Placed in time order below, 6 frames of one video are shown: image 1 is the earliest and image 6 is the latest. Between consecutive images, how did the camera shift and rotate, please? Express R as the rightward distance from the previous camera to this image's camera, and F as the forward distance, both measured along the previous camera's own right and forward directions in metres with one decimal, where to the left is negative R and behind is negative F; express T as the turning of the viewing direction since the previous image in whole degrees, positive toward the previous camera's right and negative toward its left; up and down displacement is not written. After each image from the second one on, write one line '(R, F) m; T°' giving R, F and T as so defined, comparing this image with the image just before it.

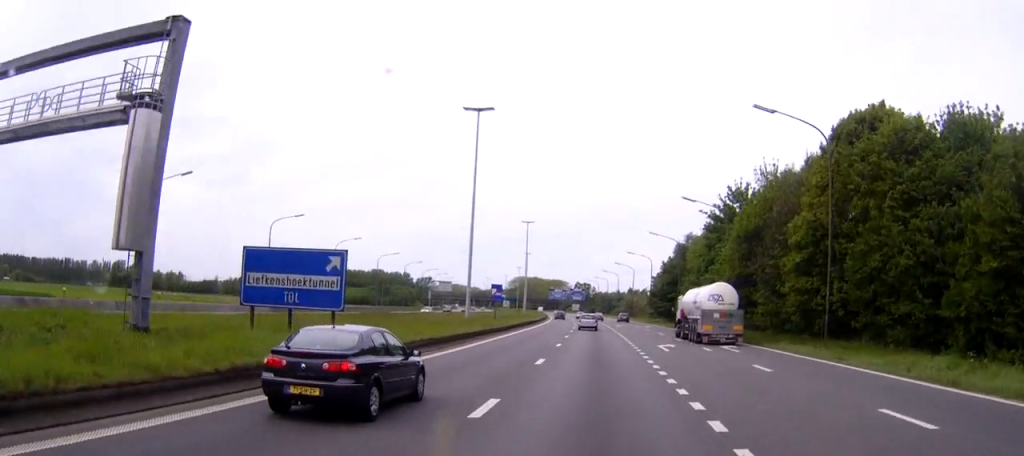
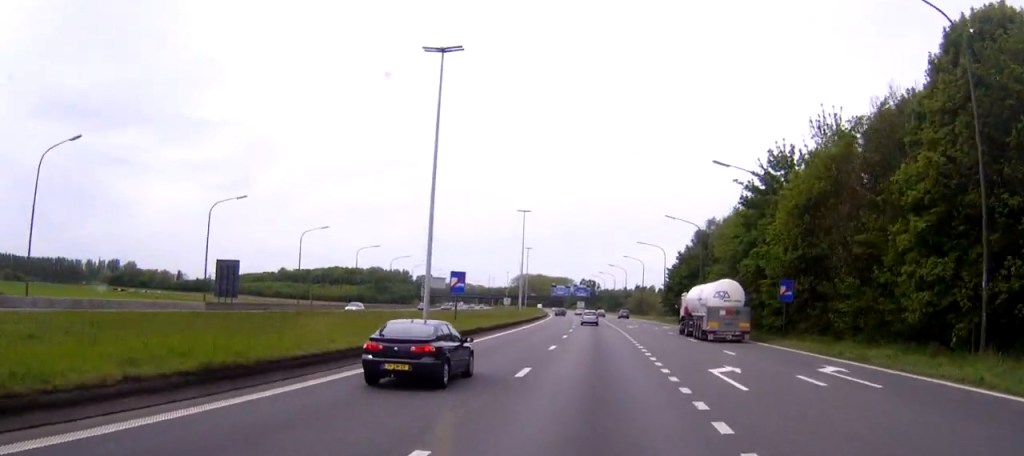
(0.0, +18.3) m; -1°
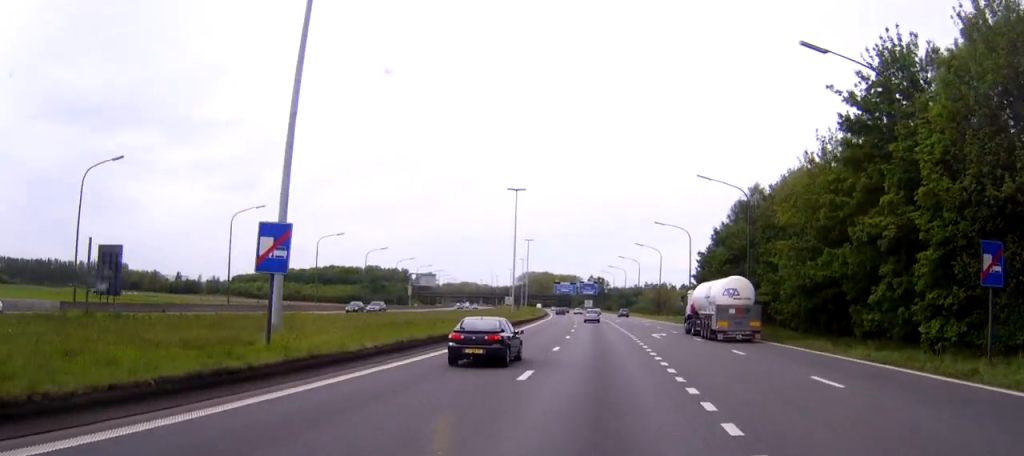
(-0.3, +25.2) m; -1°
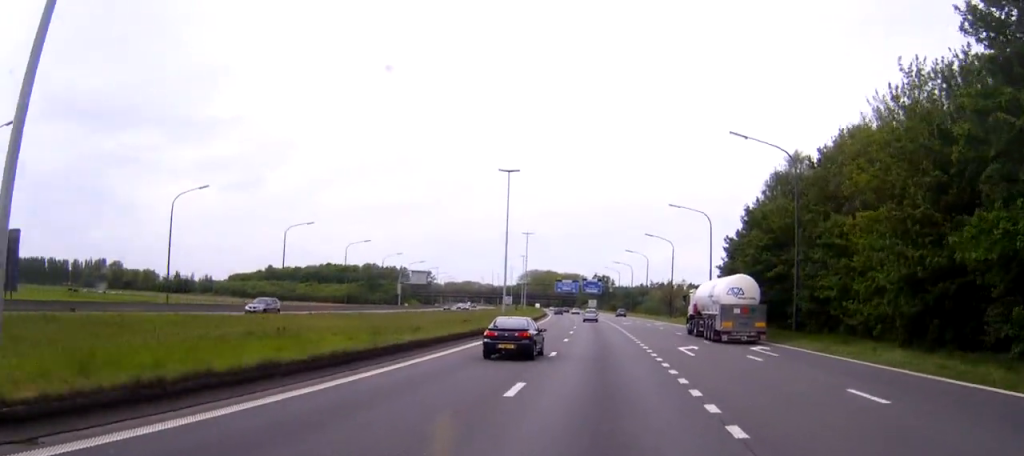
(0.0, +15.0) m; 0°
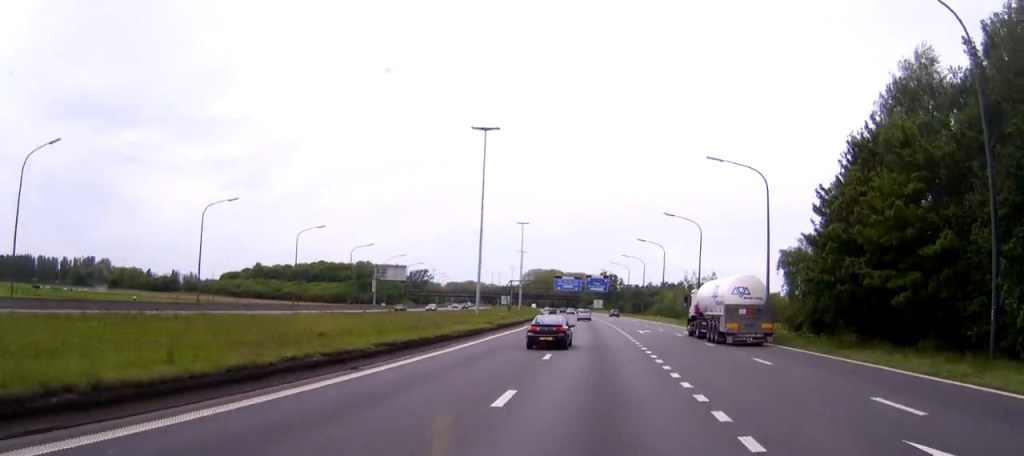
(-0.2, +26.1) m; -1°
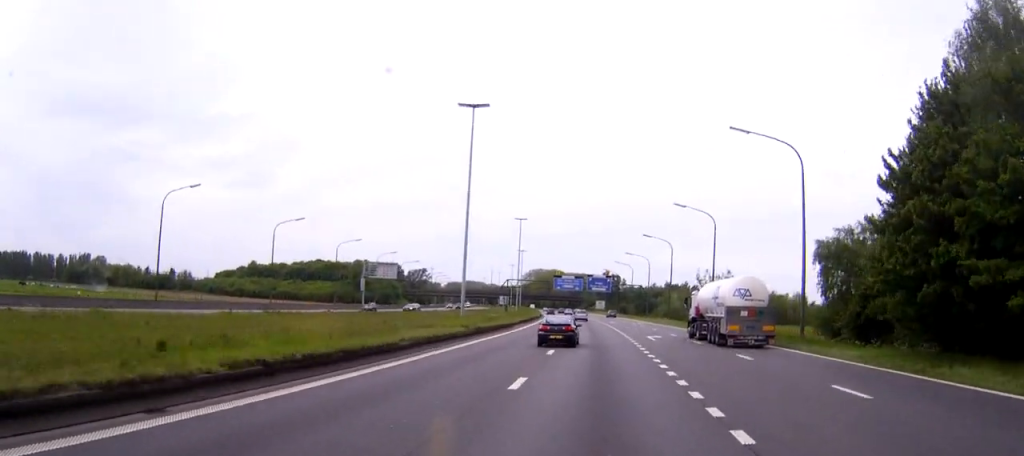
(0.0, +9.5) m; 0°
